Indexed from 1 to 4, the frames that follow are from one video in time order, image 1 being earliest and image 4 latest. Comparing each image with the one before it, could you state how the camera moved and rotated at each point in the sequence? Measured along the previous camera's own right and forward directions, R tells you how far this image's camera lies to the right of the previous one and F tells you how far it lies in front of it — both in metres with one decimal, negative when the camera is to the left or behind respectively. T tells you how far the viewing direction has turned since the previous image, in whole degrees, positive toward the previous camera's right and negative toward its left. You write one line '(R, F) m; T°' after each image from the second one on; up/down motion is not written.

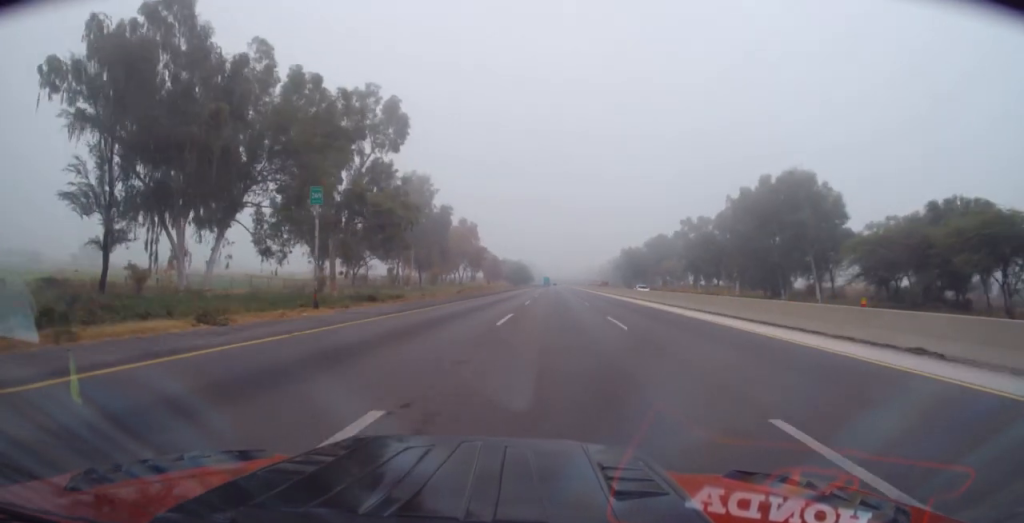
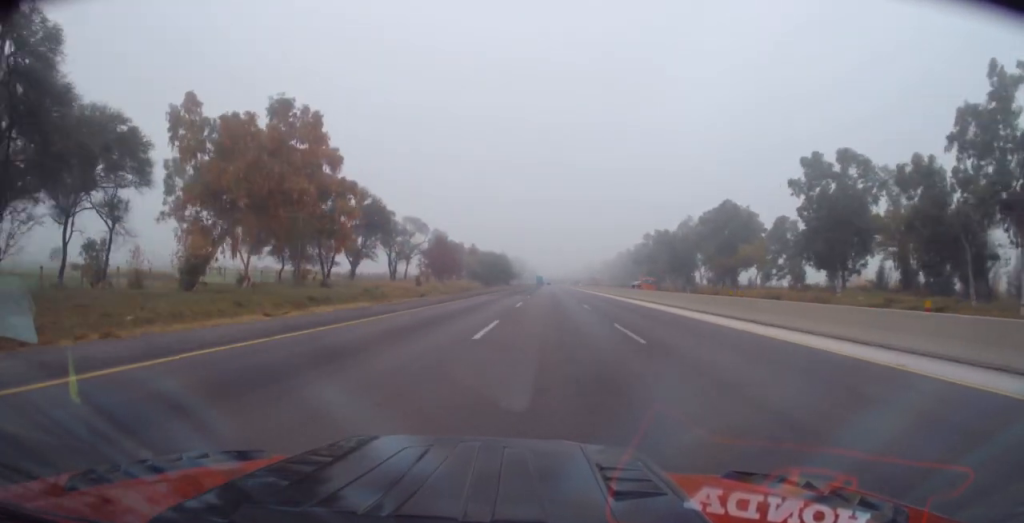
(+1.3, +76.2) m; +1°
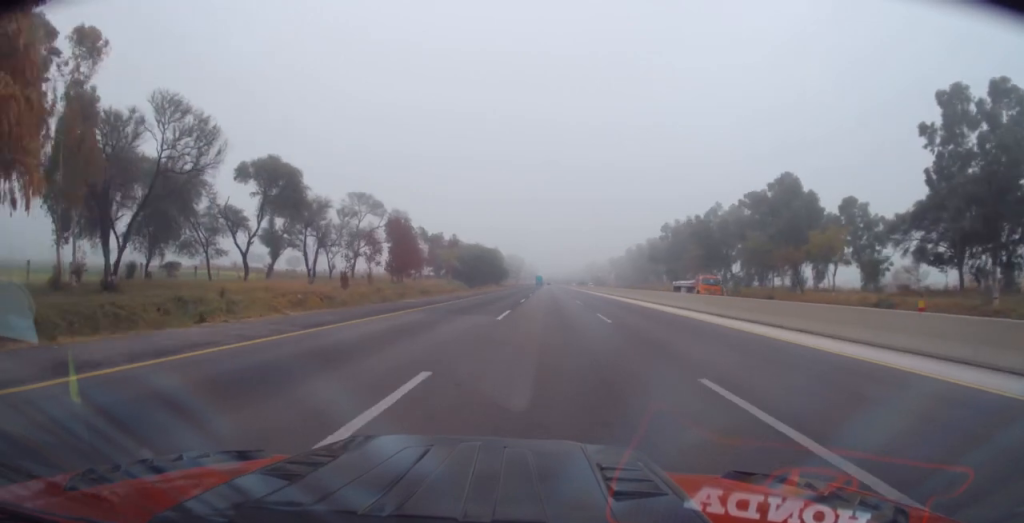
(-0.3, +29.0) m; -1°
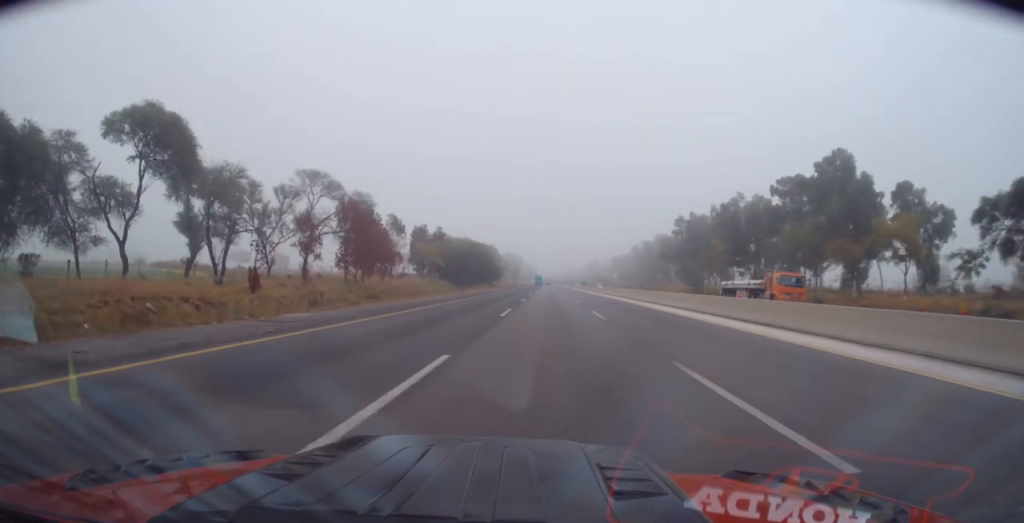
(-0.2, +16.2) m; 0°
